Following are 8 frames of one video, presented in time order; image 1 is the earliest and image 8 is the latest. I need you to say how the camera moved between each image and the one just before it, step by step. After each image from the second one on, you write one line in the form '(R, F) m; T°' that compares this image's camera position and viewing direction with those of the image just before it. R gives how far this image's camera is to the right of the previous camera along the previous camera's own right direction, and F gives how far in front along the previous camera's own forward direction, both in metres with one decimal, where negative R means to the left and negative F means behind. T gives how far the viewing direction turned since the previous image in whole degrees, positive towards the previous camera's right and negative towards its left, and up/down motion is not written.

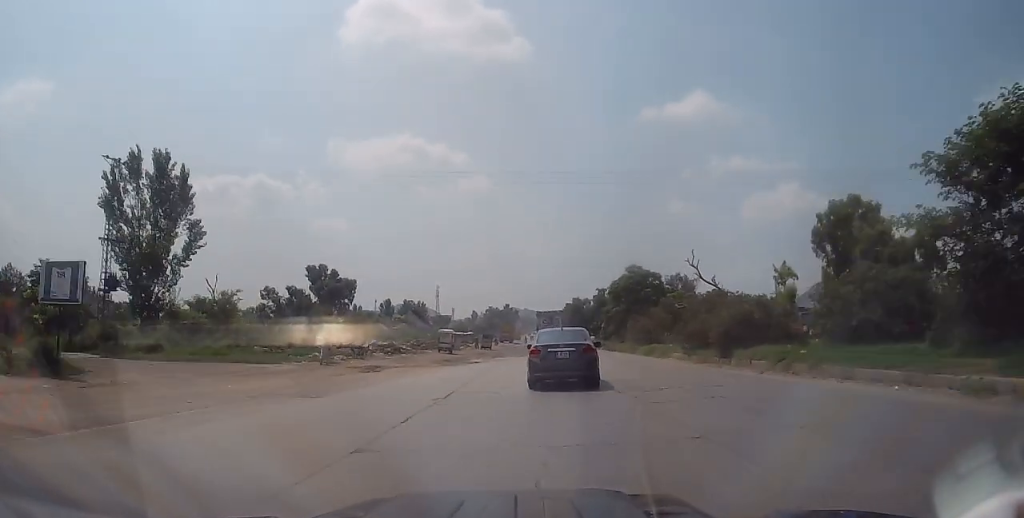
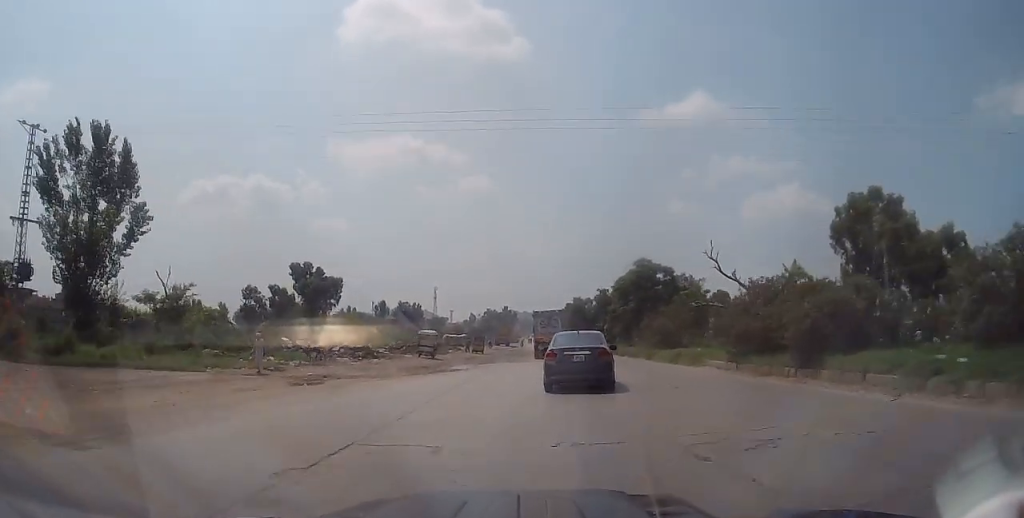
(-0.2, +7.5) m; 0°
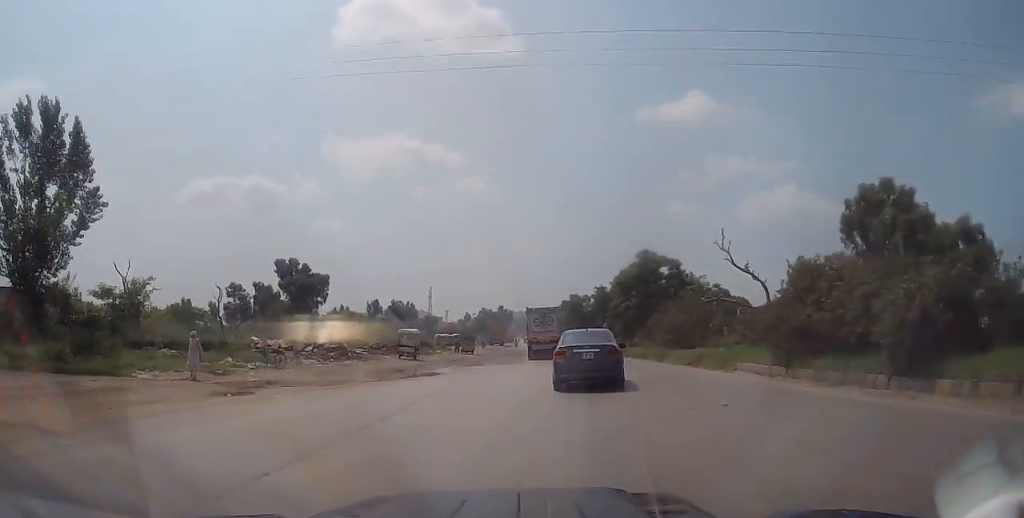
(-0.2, +4.8) m; 0°
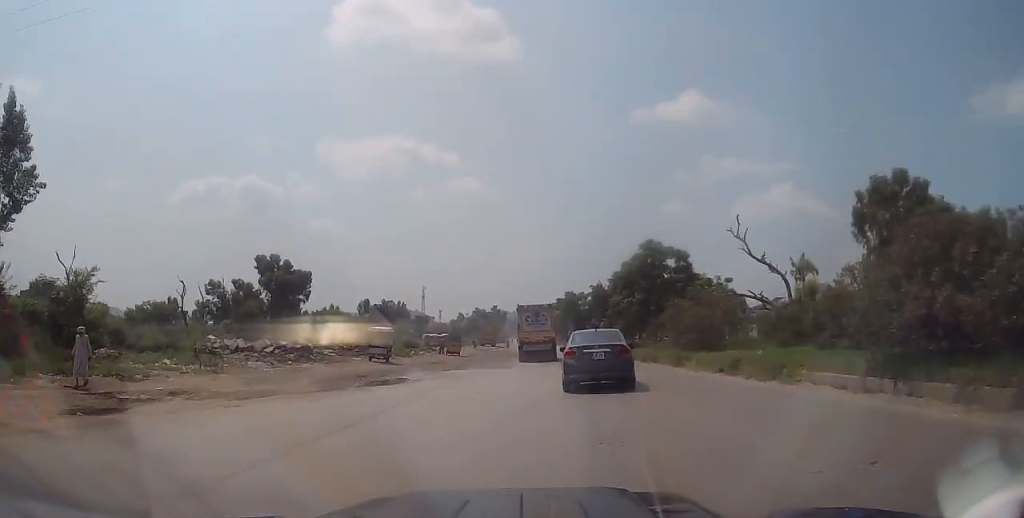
(+0.2, +5.5) m; +2°
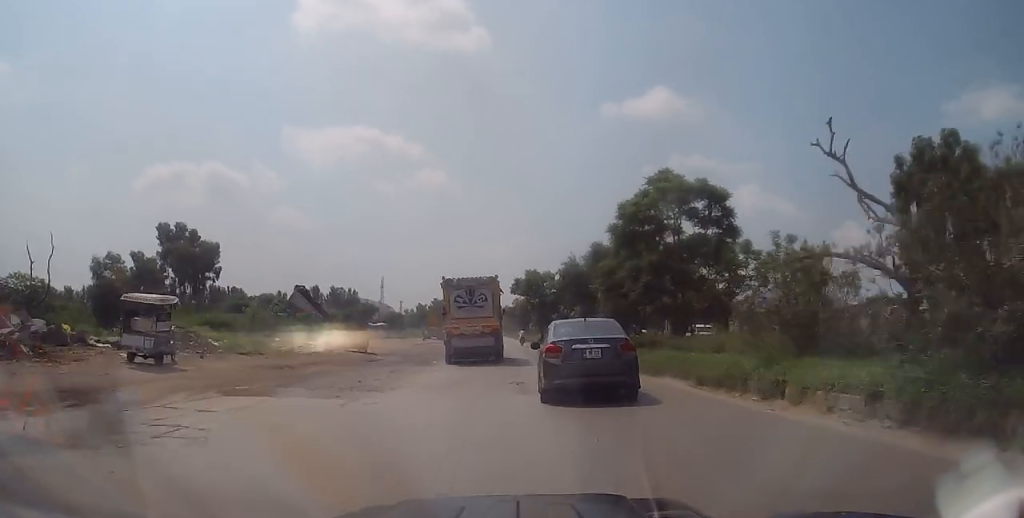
(+0.8, +18.1) m; +2°
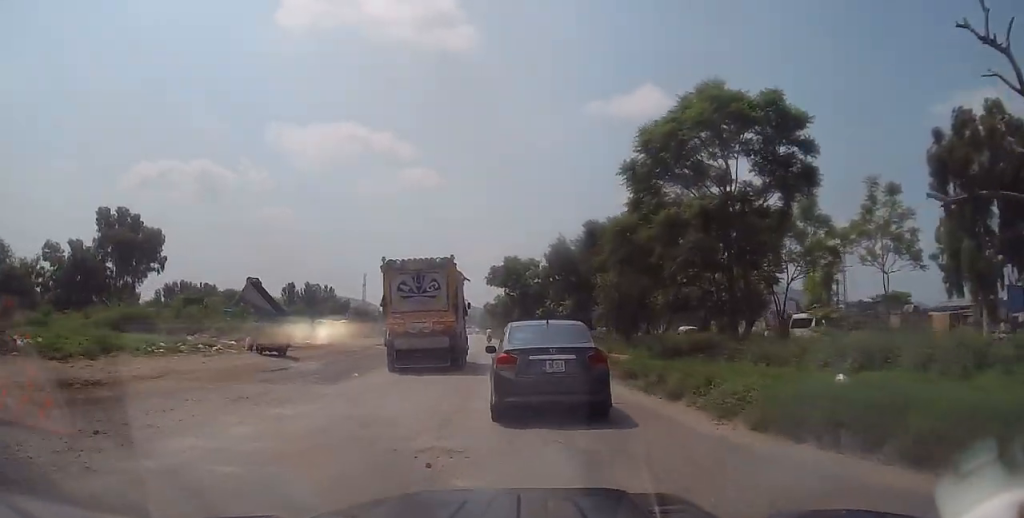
(0.0, +10.1) m; +2°
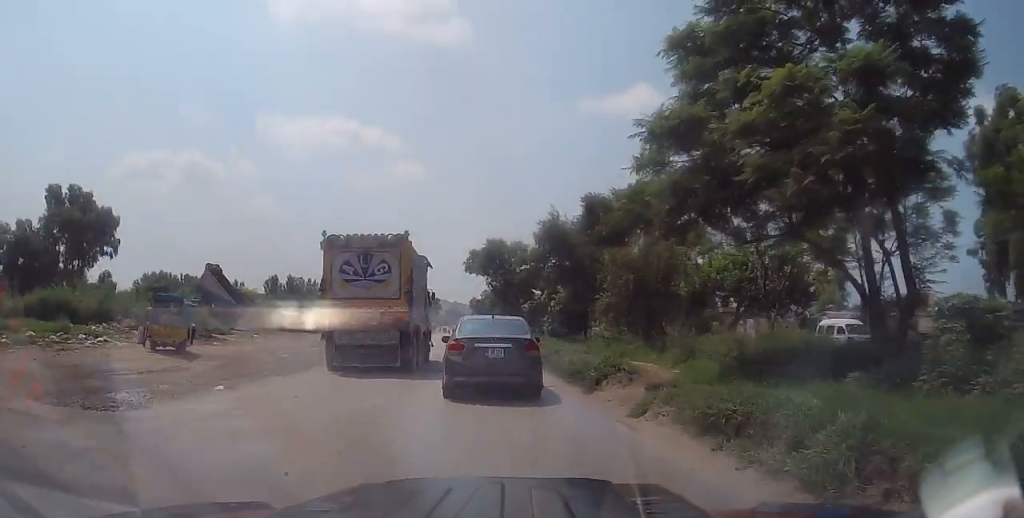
(-0.1, +8.2) m; -6°
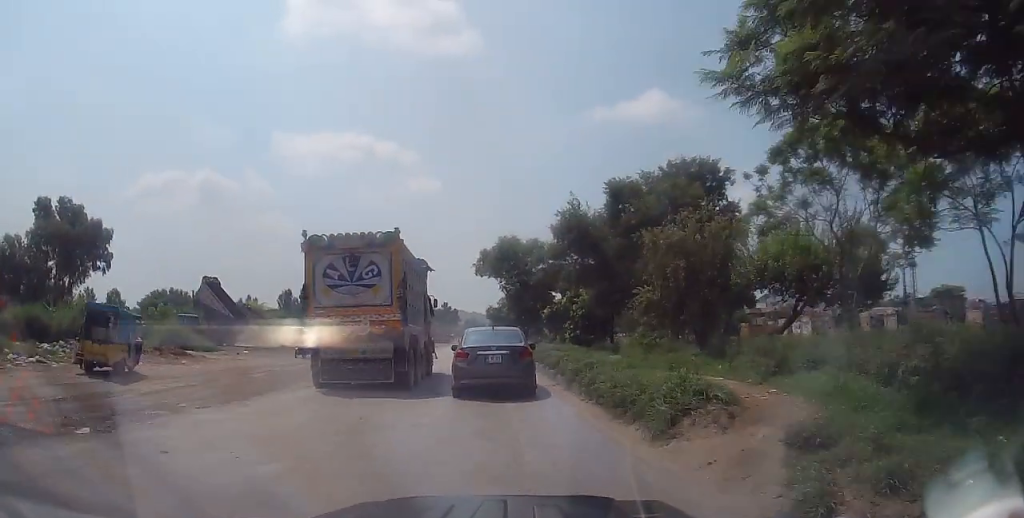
(-0.3, +4.8) m; -2°
